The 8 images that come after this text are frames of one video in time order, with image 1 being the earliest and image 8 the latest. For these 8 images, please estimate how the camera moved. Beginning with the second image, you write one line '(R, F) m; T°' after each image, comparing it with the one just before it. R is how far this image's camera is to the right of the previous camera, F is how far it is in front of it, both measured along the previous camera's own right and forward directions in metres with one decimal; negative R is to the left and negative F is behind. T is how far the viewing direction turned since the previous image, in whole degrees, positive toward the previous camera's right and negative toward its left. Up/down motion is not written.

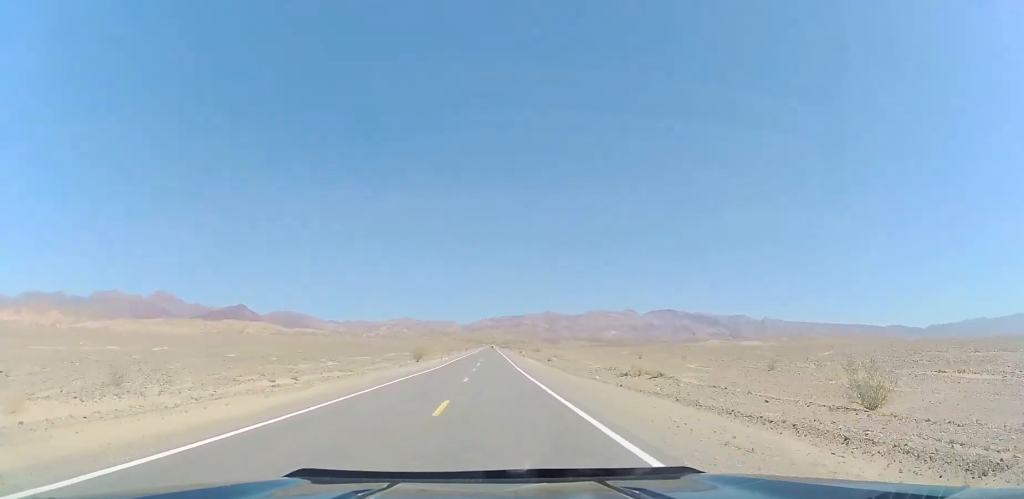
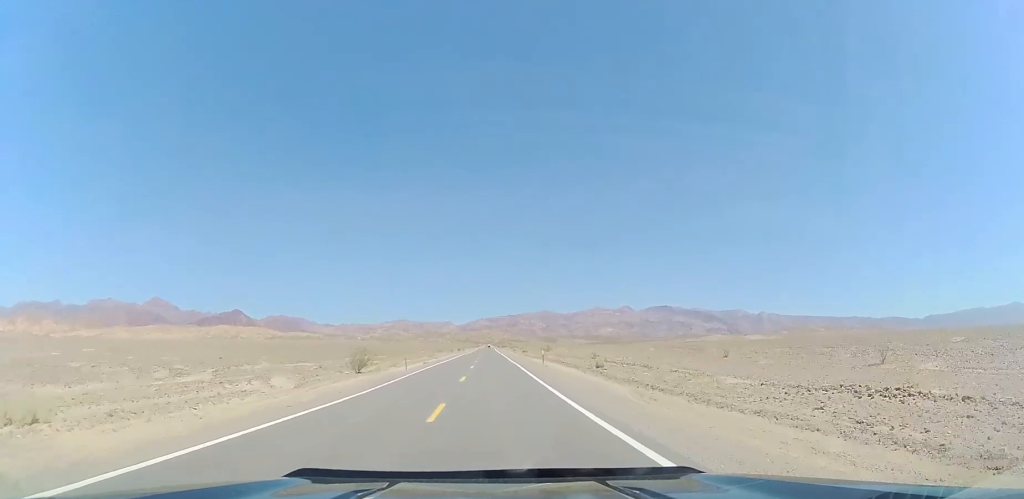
(0.0, +30.8) m; 0°
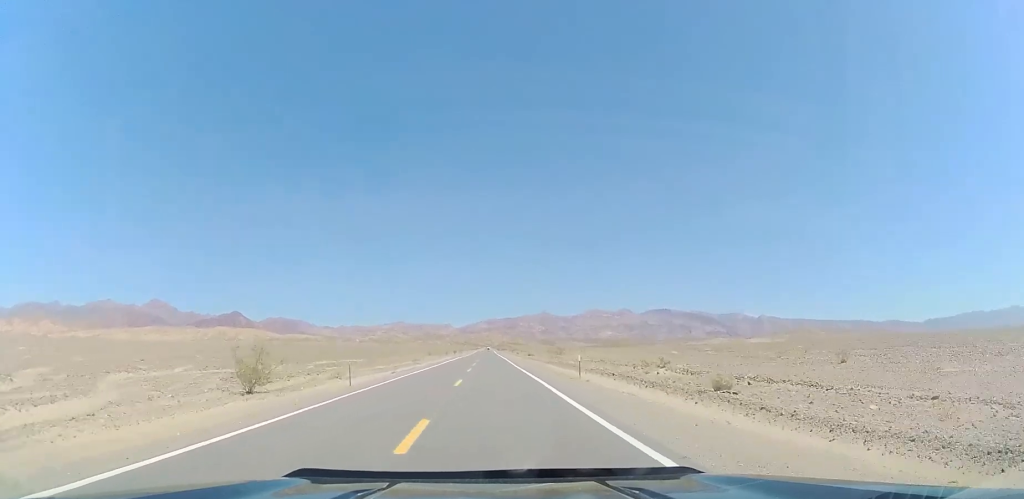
(0.0, +18.7) m; 0°
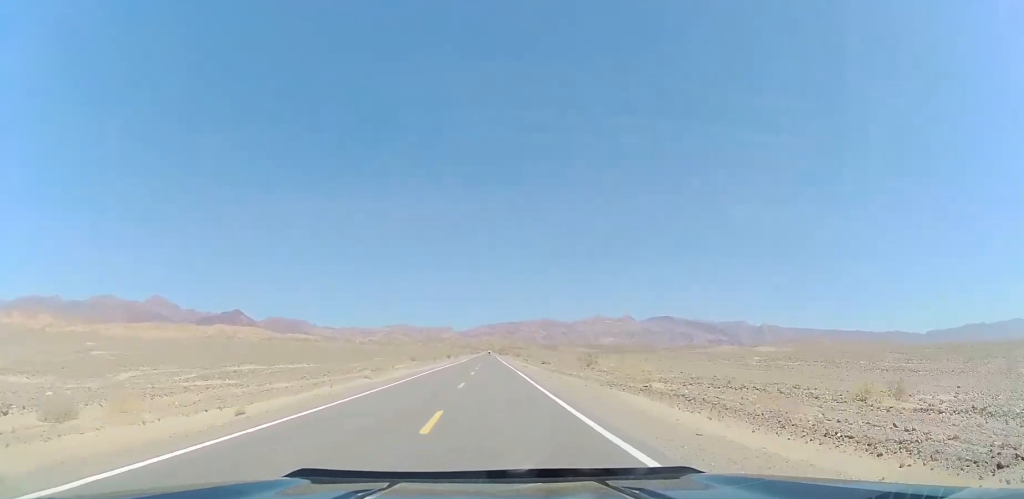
(0.0, +26.5) m; 0°
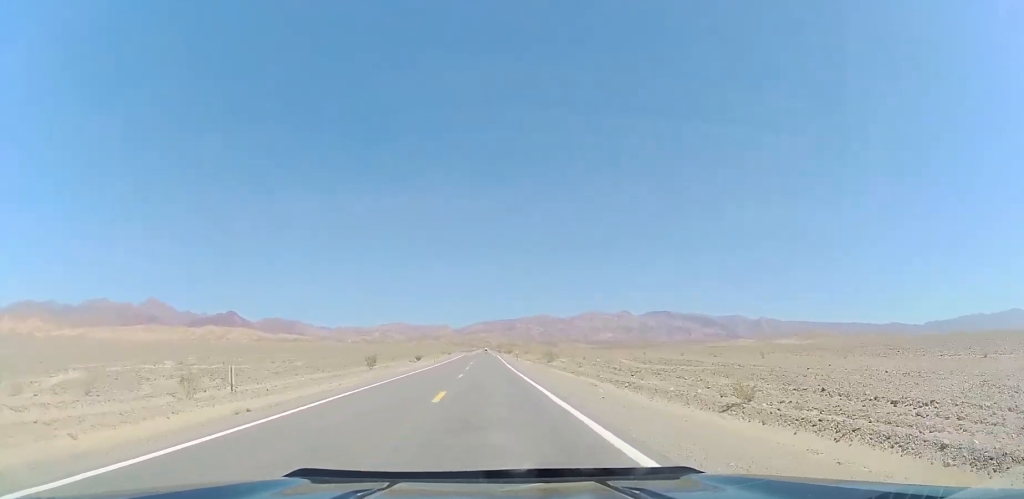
(0.0, +82.3) m; 0°
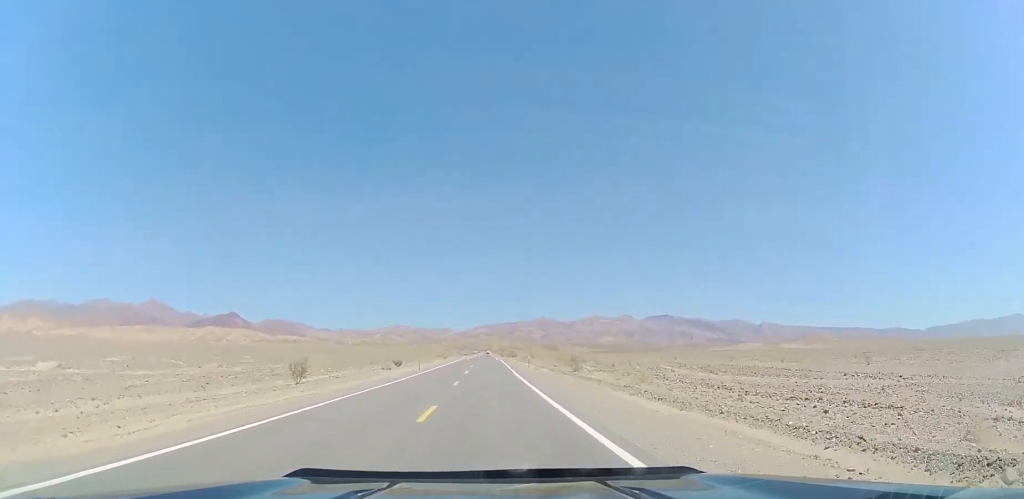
(0.0, +18.6) m; 0°
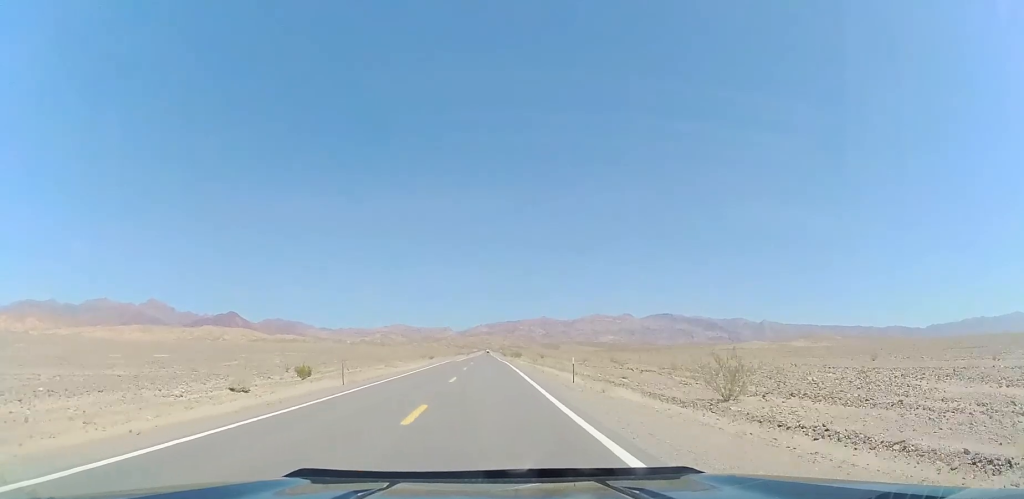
(0.0, +30.5) m; 0°
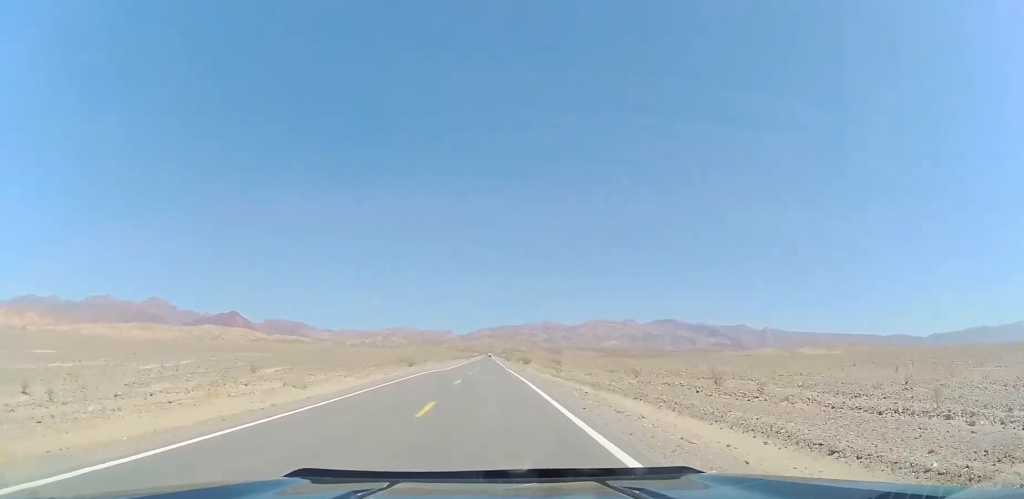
(0.0, +27.1) m; 0°
